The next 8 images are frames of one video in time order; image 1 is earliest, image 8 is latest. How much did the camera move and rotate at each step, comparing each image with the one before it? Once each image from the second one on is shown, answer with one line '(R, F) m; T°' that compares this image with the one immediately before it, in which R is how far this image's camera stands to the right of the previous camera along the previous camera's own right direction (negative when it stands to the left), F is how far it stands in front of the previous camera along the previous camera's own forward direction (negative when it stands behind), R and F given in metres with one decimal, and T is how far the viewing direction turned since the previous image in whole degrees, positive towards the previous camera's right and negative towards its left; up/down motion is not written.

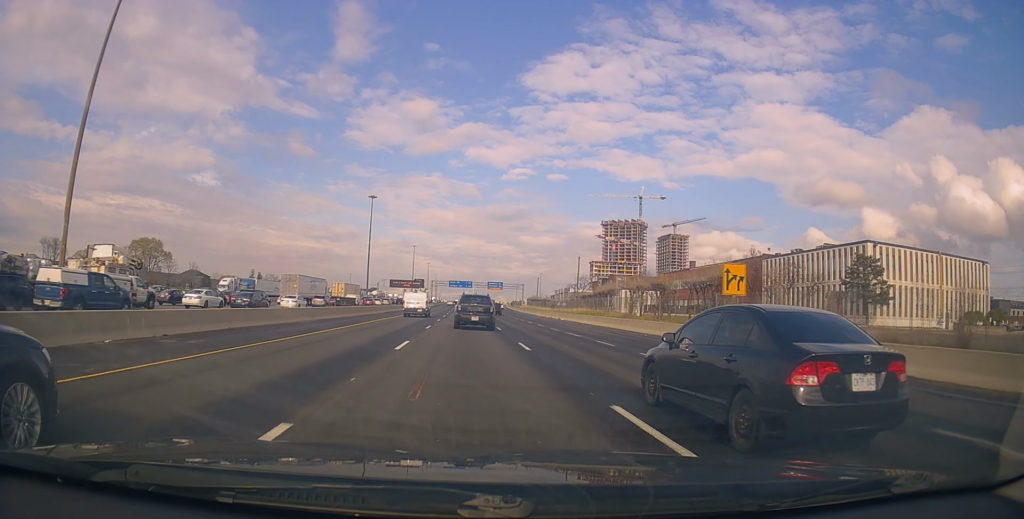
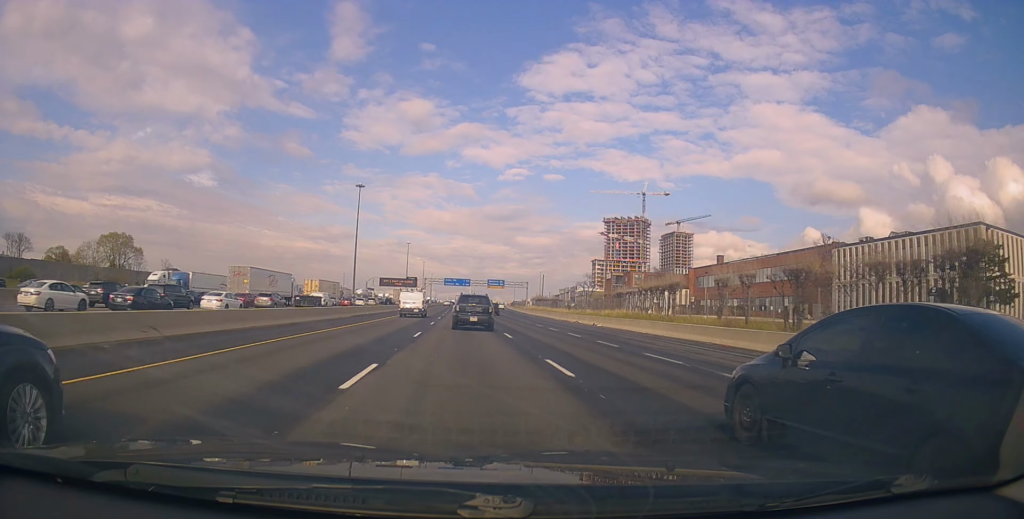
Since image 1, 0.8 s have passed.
(+0.3, +19.0) m; 0°
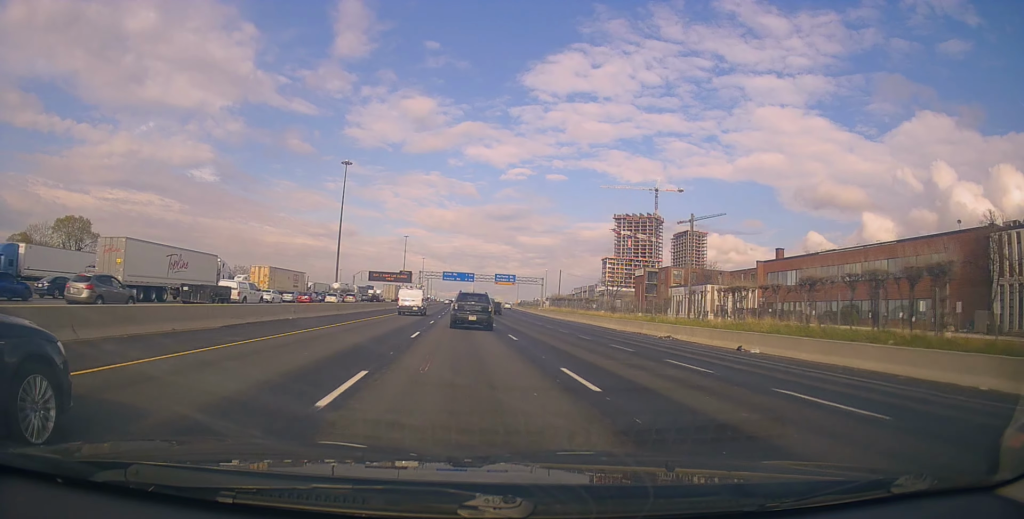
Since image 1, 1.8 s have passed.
(-0.3, +26.5) m; 0°
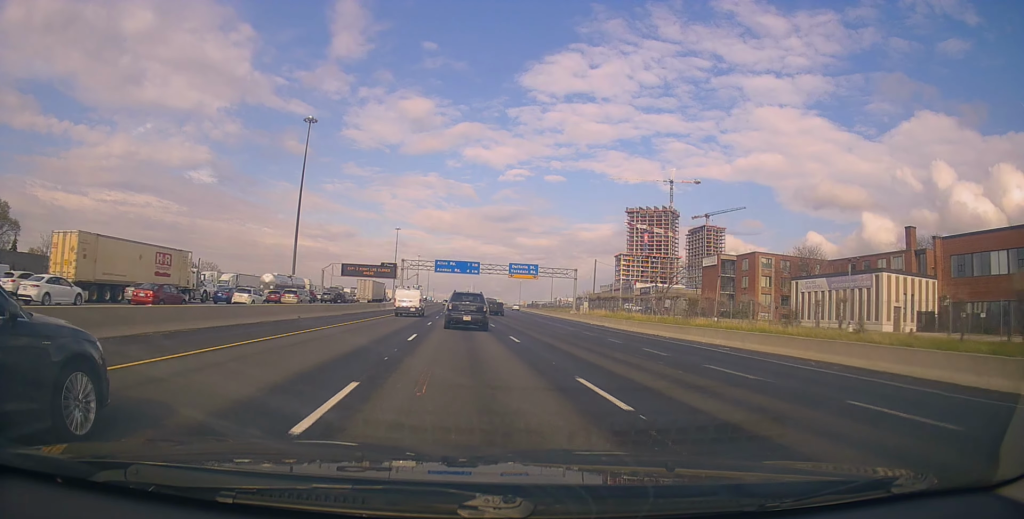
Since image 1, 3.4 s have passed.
(+0.6, +39.0) m; +1°
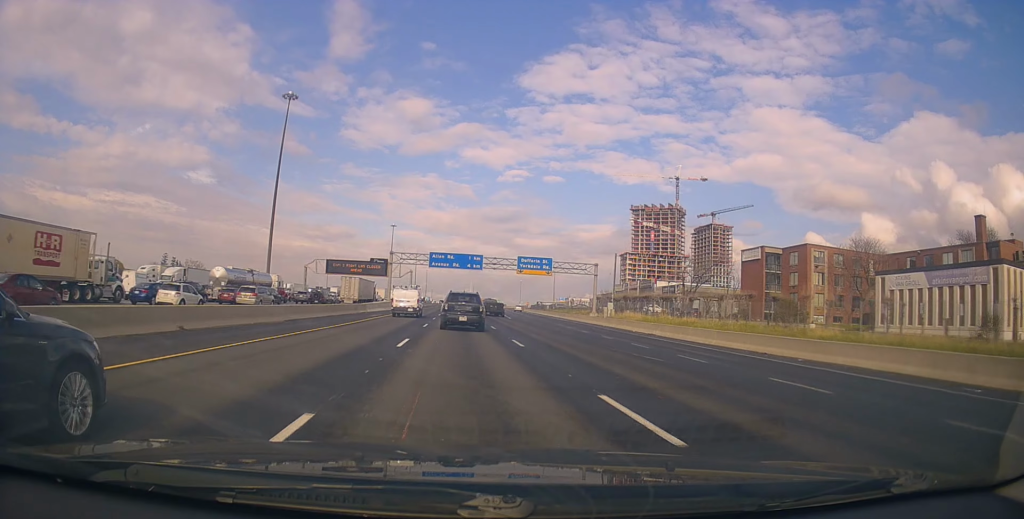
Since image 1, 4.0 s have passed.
(0.0, +14.6) m; 0°
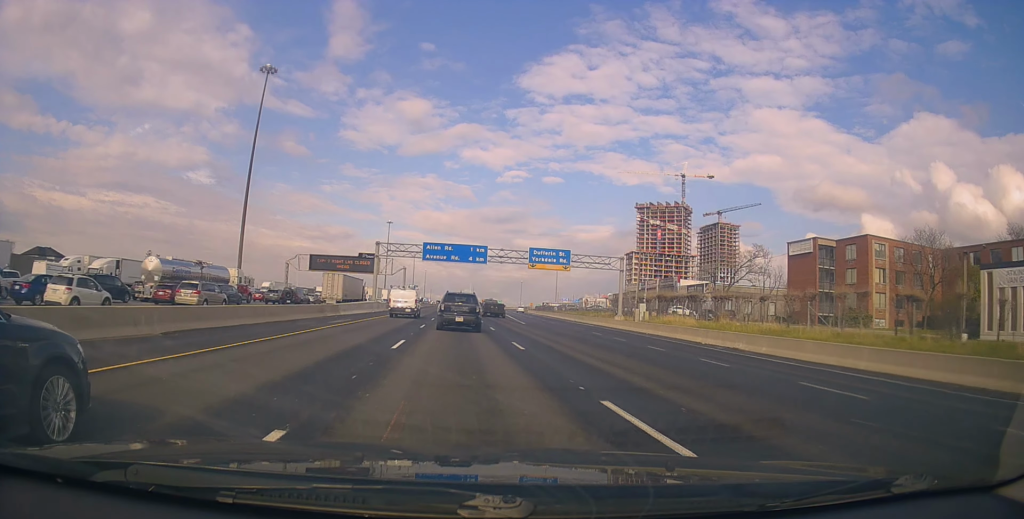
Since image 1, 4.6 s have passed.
(-0.1, +12.8) m; 0°
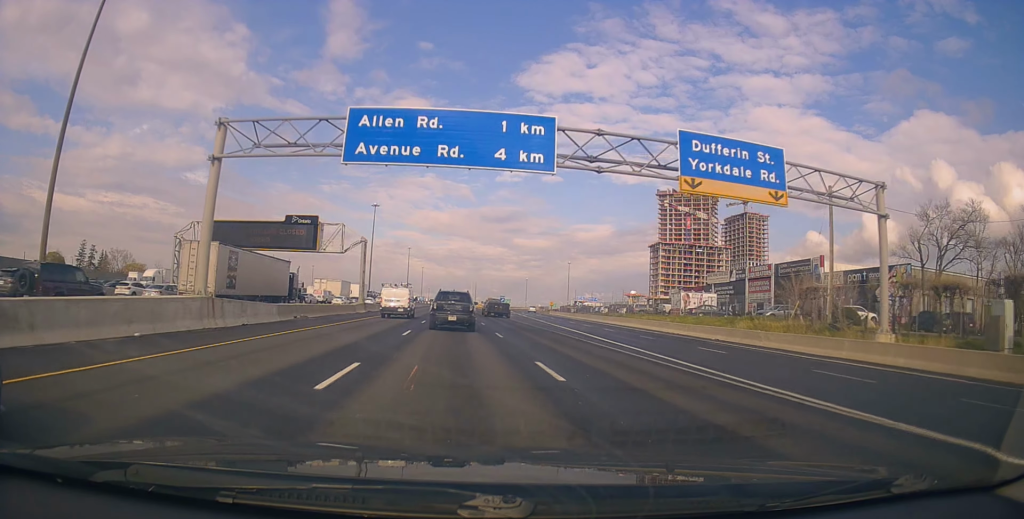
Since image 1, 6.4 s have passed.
(+0.1, +44.4) m; 0°
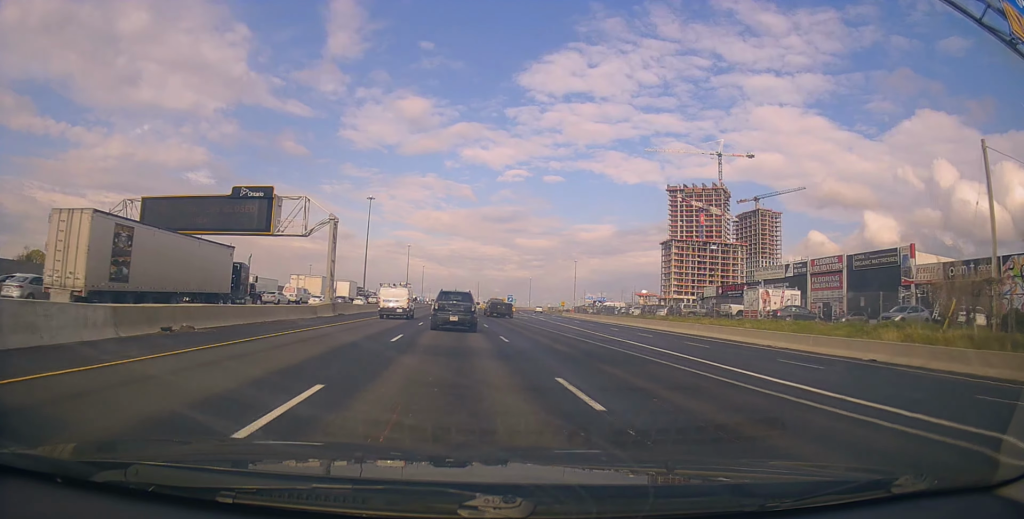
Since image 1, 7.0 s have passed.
(0.0, +15.2) m; -1°
